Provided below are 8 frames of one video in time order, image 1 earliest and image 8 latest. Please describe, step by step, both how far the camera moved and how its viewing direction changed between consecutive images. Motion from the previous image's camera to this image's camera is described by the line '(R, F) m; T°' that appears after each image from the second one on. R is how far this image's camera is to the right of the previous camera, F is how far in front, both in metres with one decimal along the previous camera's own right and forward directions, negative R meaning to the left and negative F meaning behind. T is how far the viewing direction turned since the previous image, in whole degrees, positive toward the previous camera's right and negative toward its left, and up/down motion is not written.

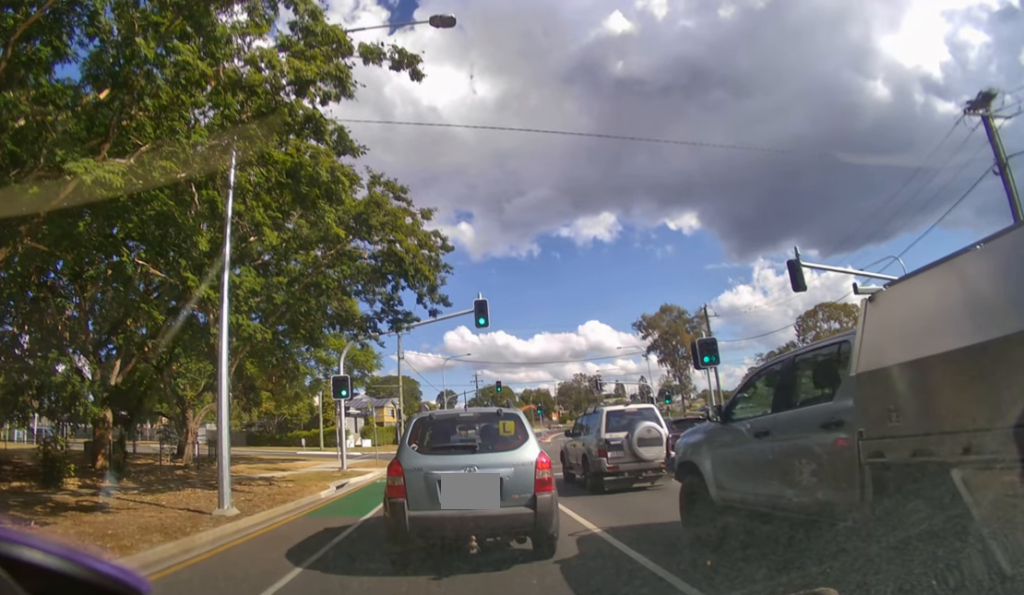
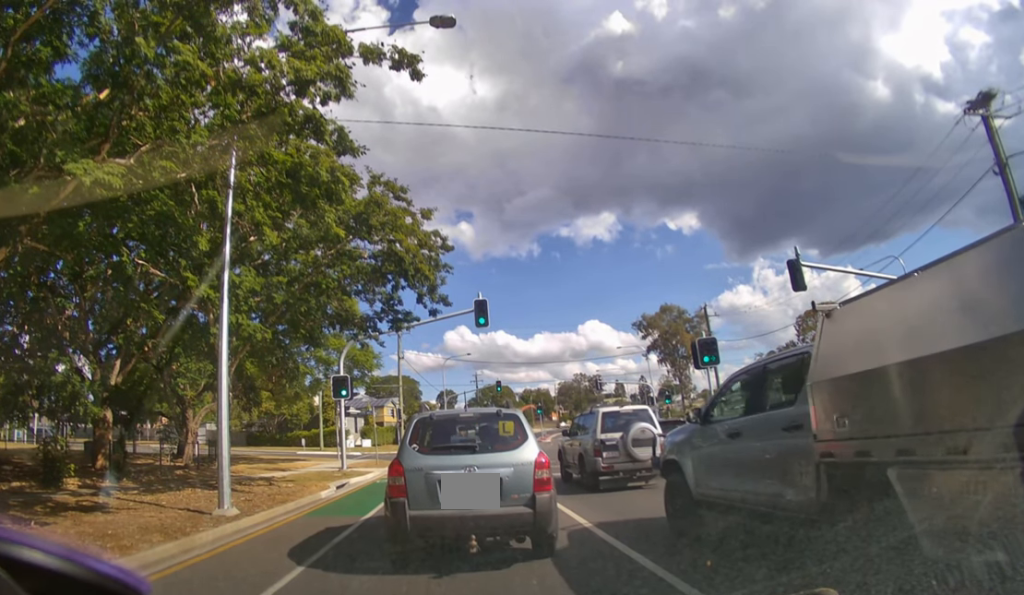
(0.0, 0.0) m; 0°
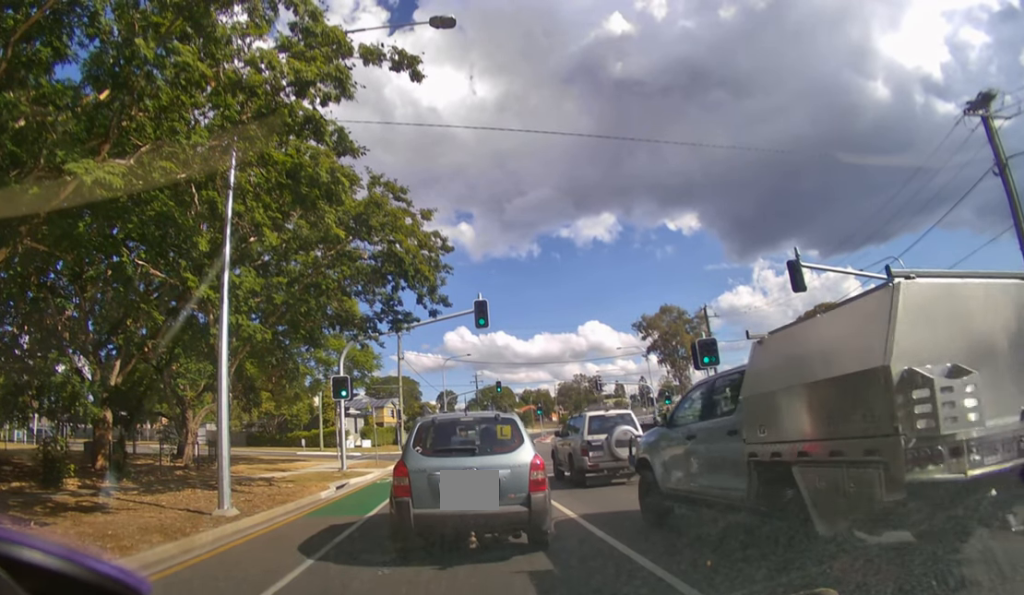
(0.0, 0.0) m; 0°
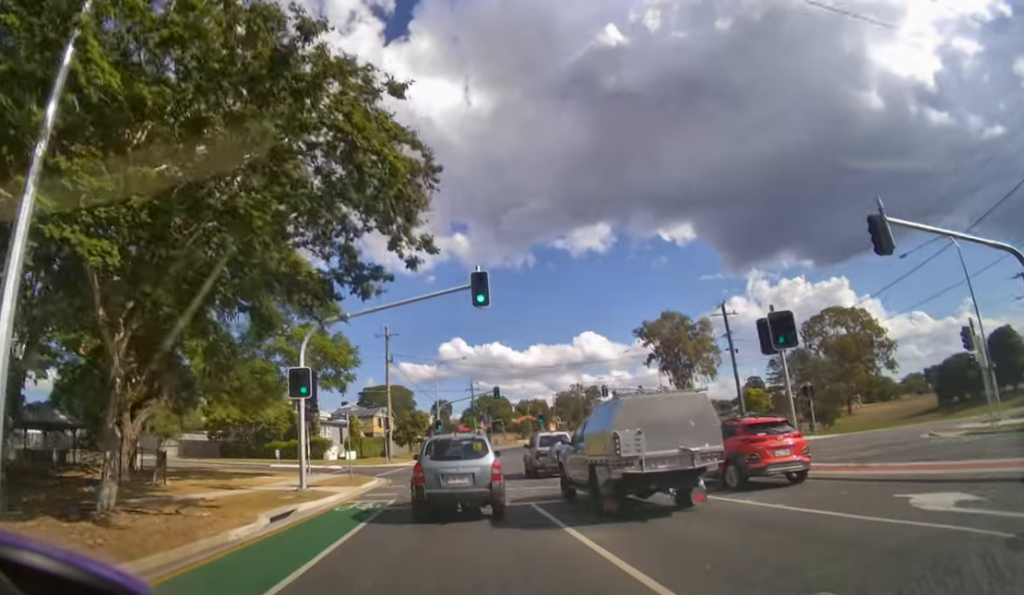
(+0.1, +4.9) m; +1°
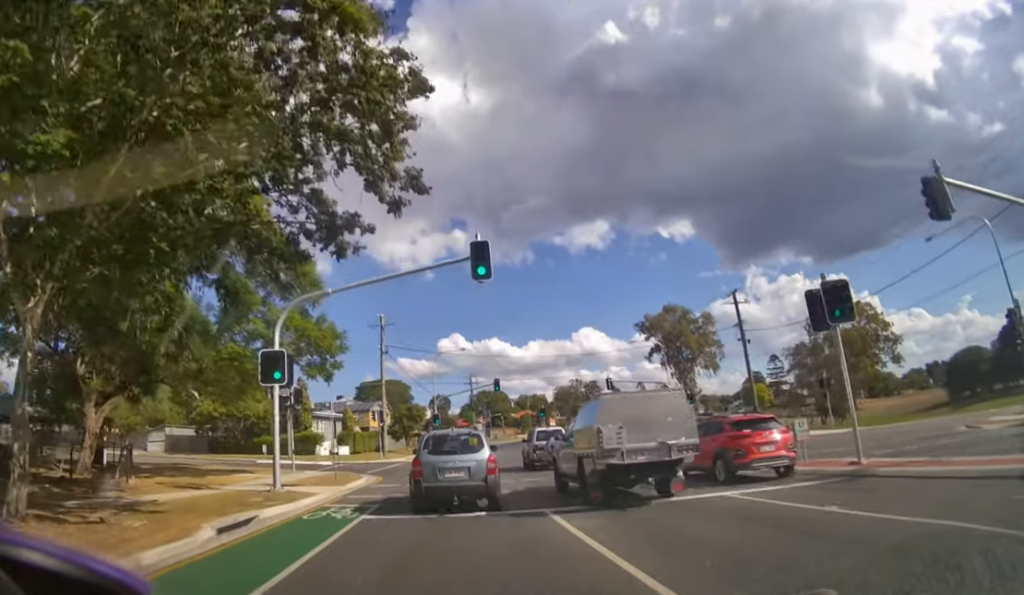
(+0.1, +2.1) m; 0°
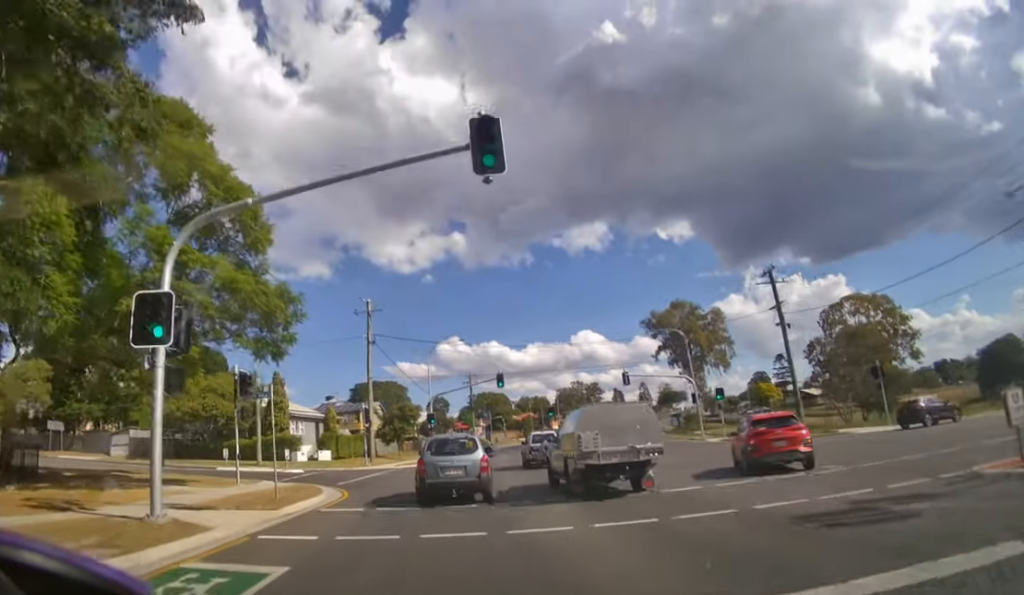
(-0.1, +5.9) m; -1°
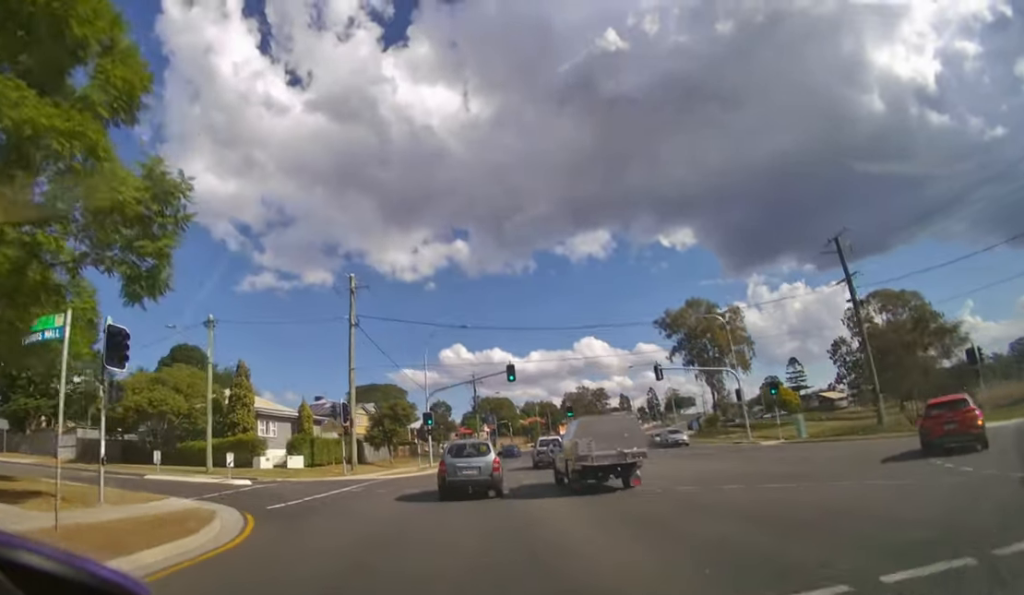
(-0.1, +7.6) m; 0°
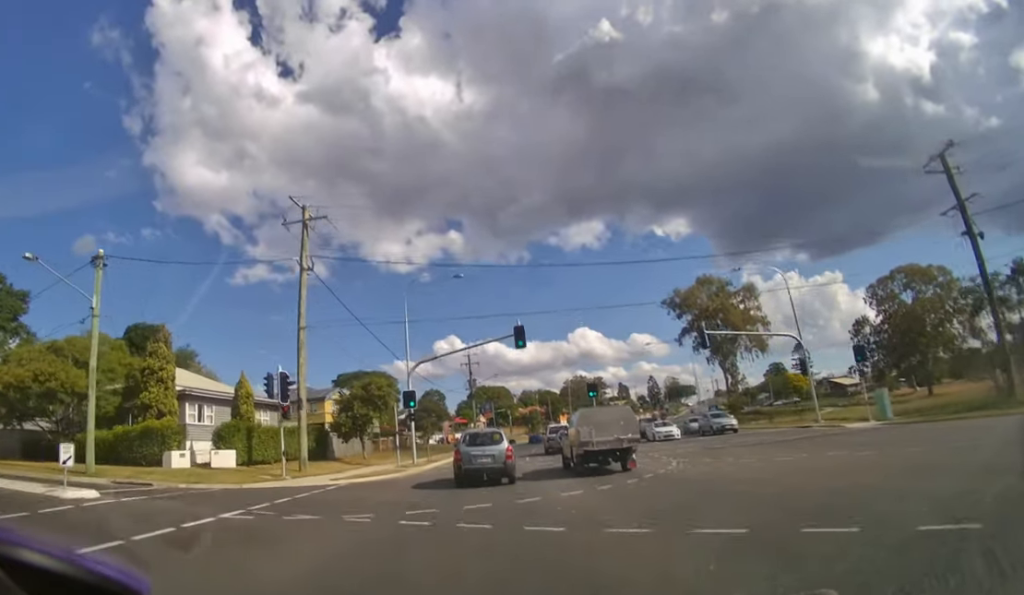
(+0.1, +7.7) m; +1°
